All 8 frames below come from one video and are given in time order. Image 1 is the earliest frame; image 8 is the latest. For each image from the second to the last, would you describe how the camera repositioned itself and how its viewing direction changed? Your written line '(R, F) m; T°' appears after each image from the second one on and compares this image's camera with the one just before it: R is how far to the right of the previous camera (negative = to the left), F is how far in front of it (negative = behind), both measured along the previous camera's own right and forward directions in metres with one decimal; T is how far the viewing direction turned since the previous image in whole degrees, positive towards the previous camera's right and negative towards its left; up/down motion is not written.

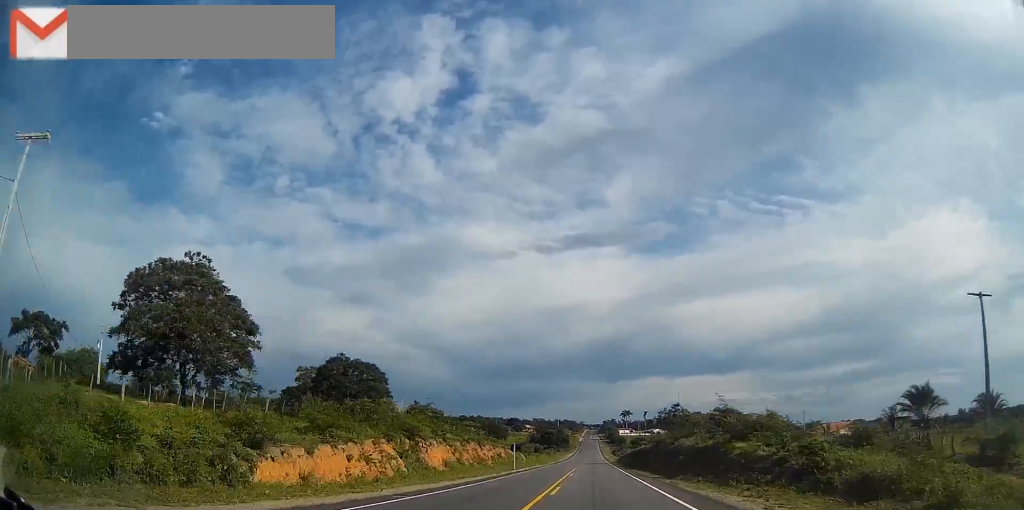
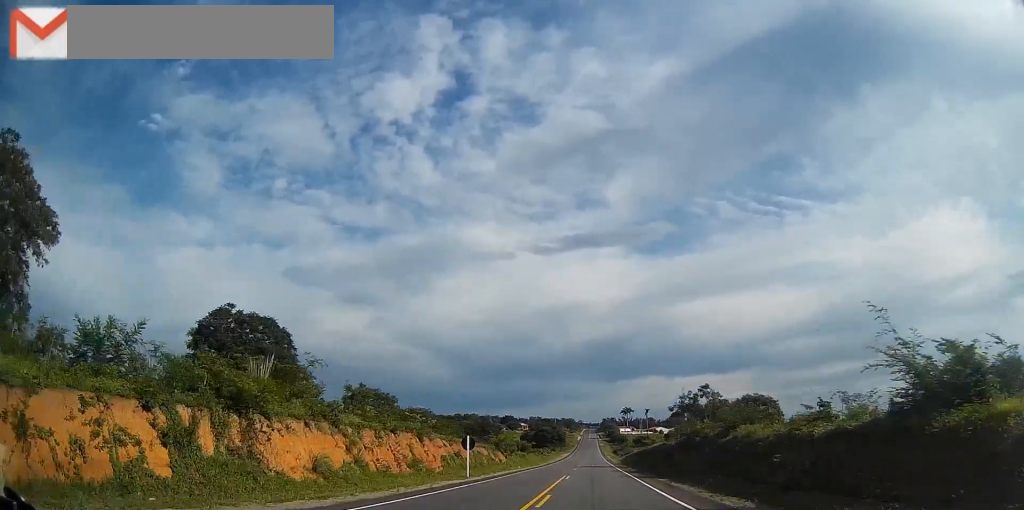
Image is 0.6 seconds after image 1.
(-0.1, +21.1) m; 0°
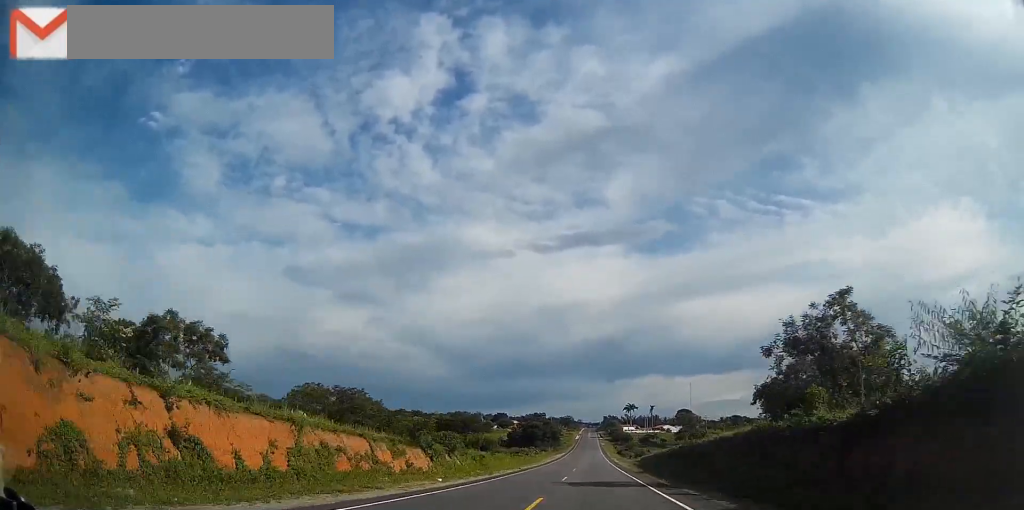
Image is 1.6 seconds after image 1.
(+0.1, +30.8) m; 0°
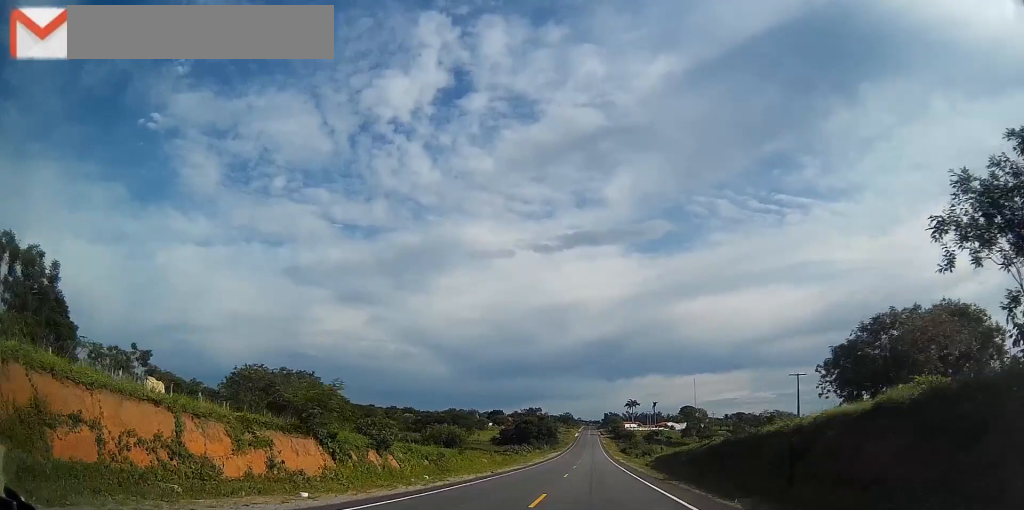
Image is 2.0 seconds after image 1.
(+0.1, +15.0) m; 0°
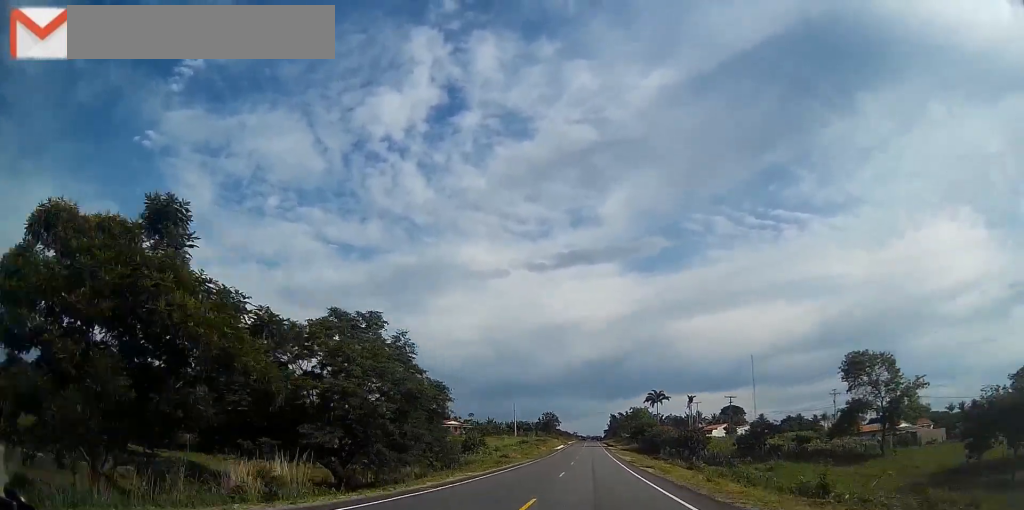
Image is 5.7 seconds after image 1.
(+0.6, +128.2) m; 0°
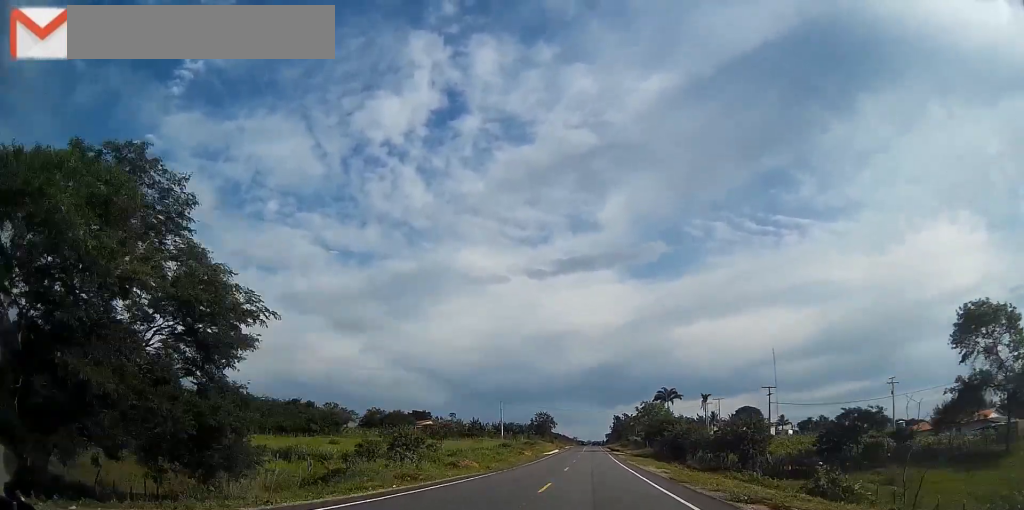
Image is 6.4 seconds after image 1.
(0.0, +26.7) m; 0°
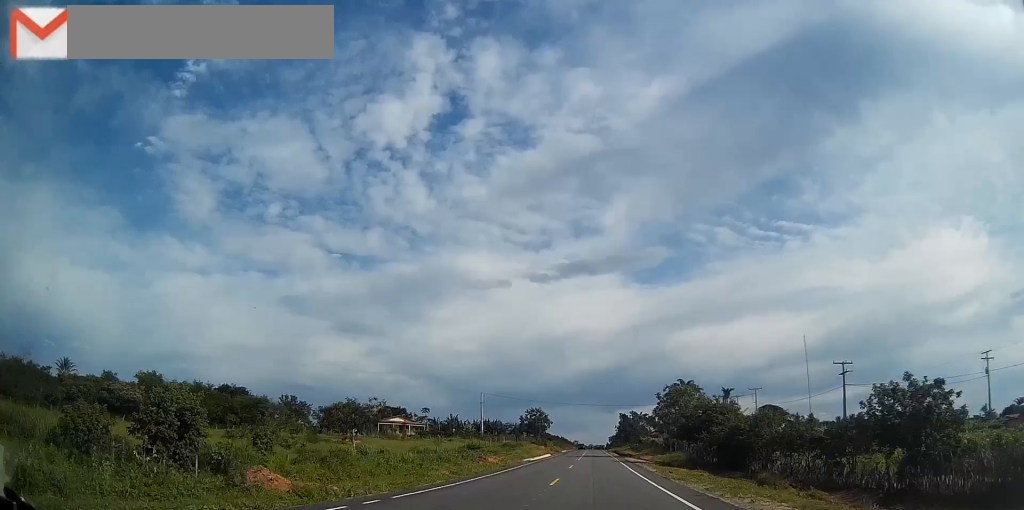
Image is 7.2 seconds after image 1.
(+0.3, +26.7) m; 0°
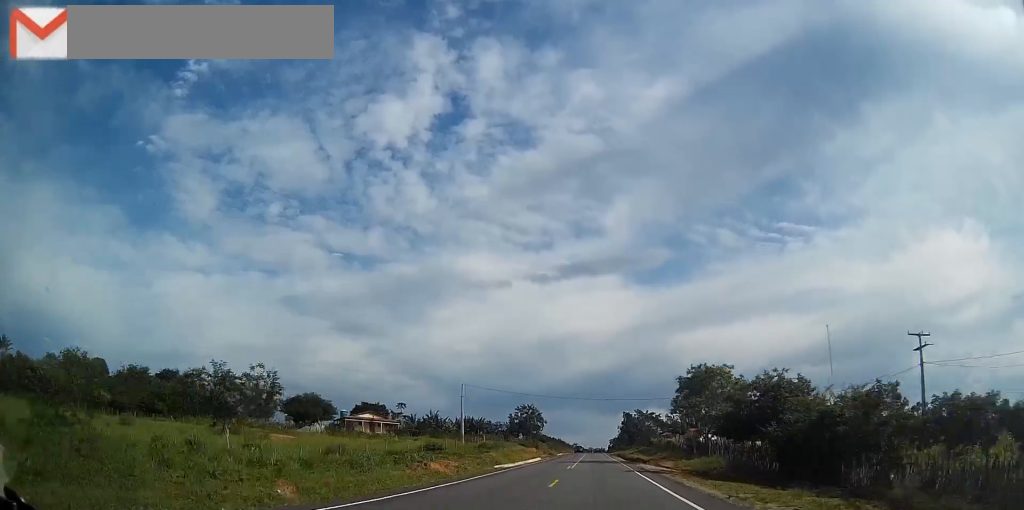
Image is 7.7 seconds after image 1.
(-0.2, +18.1) m; 0°
